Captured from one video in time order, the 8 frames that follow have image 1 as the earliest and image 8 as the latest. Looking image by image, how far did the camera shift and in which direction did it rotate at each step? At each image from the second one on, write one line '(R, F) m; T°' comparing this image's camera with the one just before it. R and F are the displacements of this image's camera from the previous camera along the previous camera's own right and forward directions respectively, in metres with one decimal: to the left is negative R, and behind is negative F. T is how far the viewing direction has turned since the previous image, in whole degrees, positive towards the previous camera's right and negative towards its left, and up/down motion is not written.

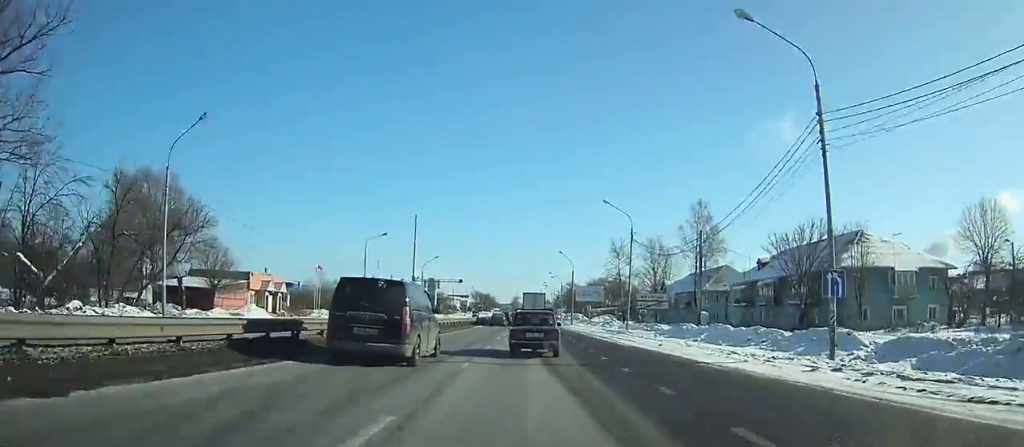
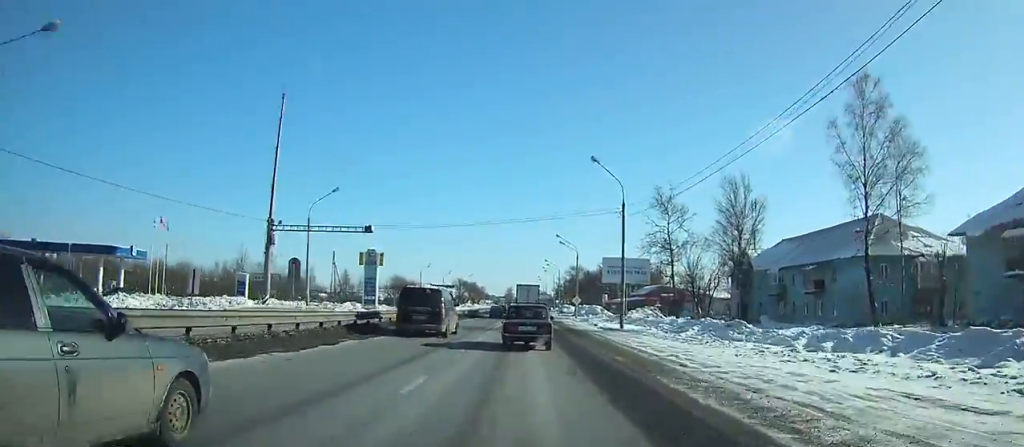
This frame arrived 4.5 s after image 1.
(+0.2, +52.3) m; 0°
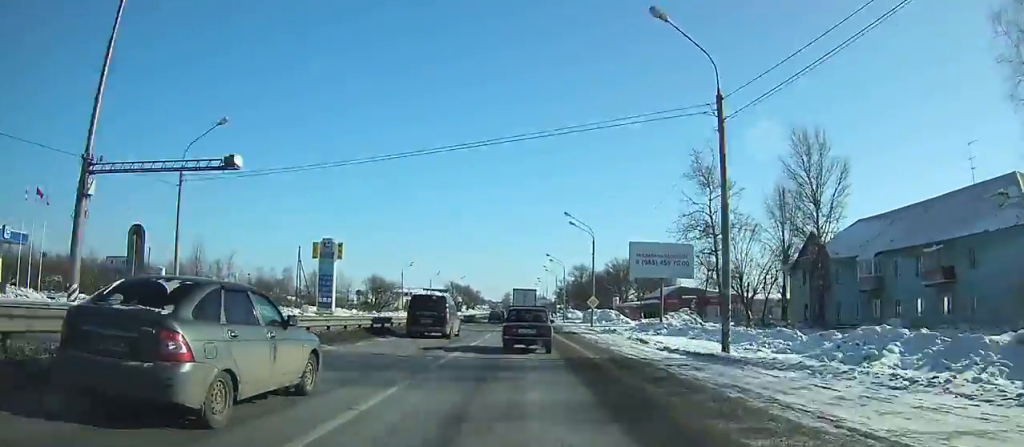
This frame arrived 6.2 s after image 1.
(0.0, +19.9) m; 0°
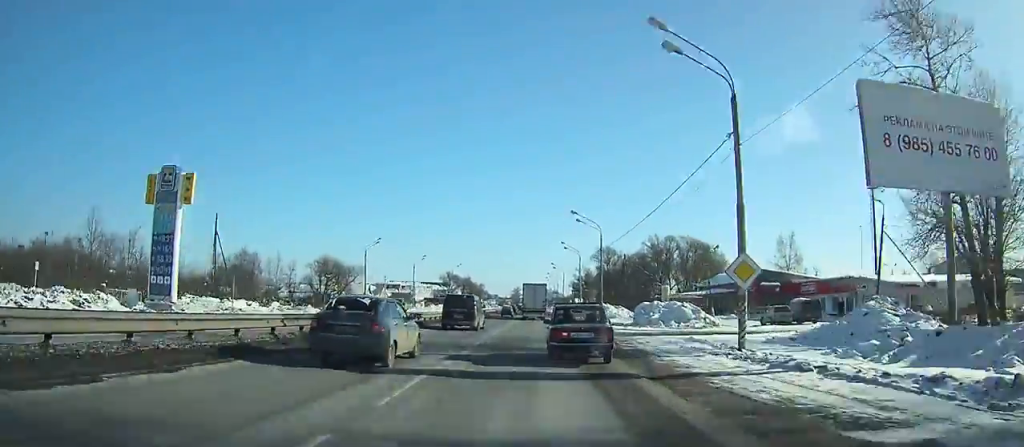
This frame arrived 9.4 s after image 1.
(-0.1, +38.2) m; 0°
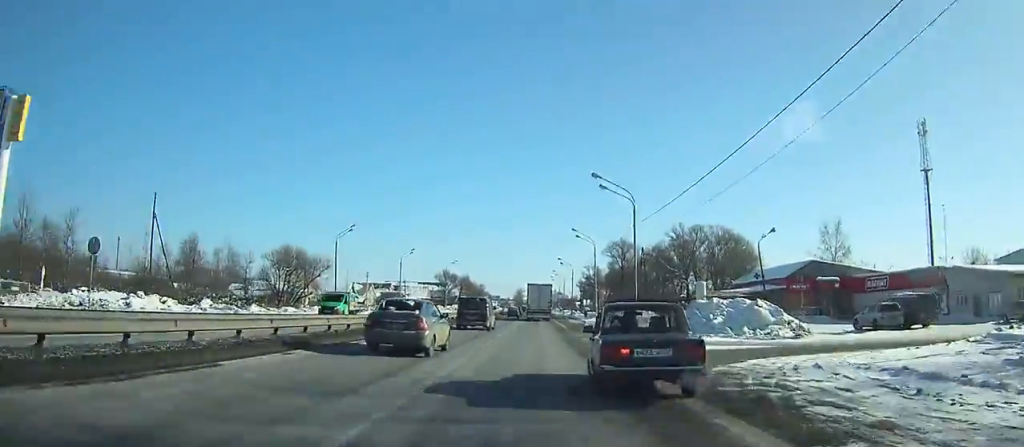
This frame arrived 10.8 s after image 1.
(-0.1, +17.1) m; 0°
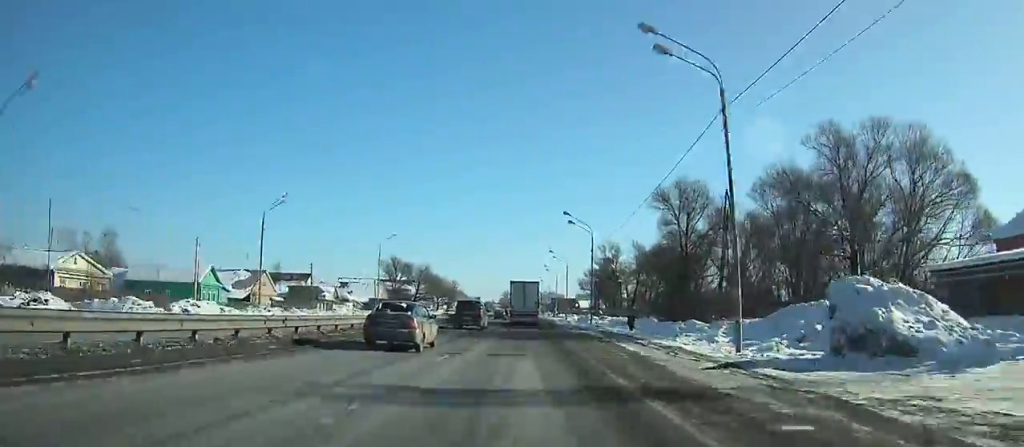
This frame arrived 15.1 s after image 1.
(+0.3, +54.2) m; 0°
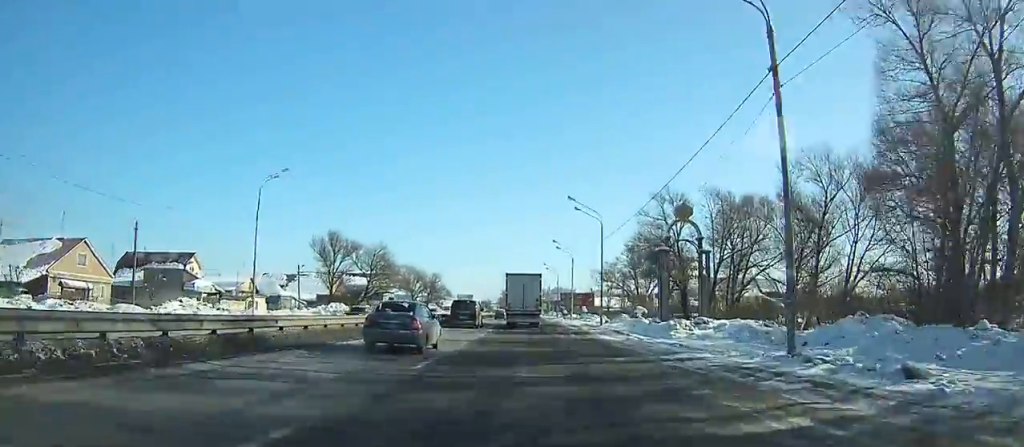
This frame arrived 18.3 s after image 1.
(-0.1, +41.9) m; 0°
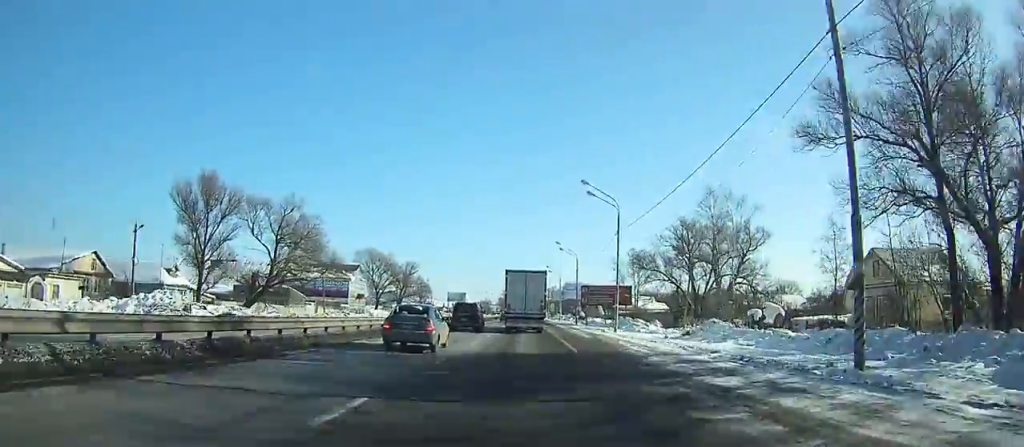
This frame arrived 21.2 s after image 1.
(-0.1, +38.5) m; 0°
